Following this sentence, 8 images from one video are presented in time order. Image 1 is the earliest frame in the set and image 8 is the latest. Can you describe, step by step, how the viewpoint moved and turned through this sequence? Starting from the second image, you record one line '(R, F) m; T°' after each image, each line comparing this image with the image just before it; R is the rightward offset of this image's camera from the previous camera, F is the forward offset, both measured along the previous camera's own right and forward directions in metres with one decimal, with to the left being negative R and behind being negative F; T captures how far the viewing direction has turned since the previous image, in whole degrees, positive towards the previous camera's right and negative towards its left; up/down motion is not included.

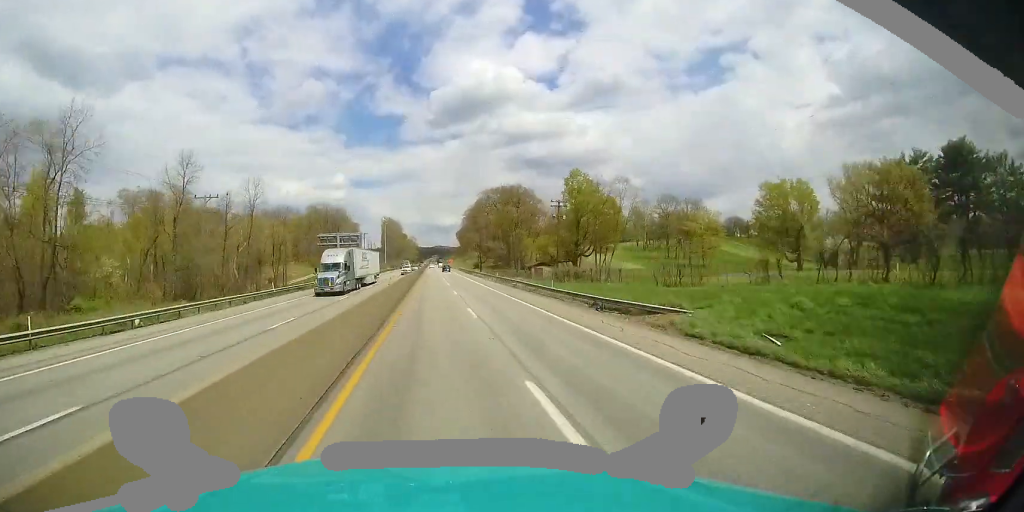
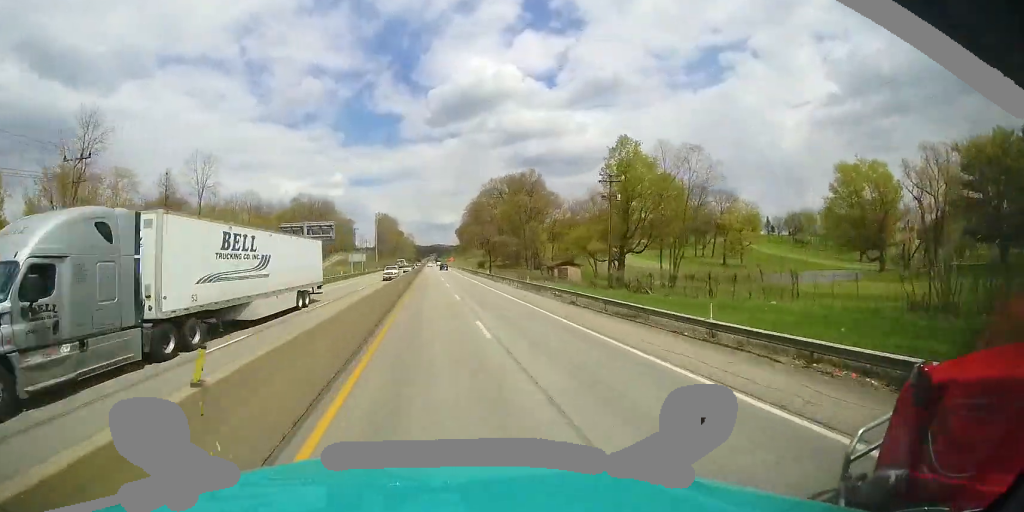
(-0.1, +17.0) m; 0°
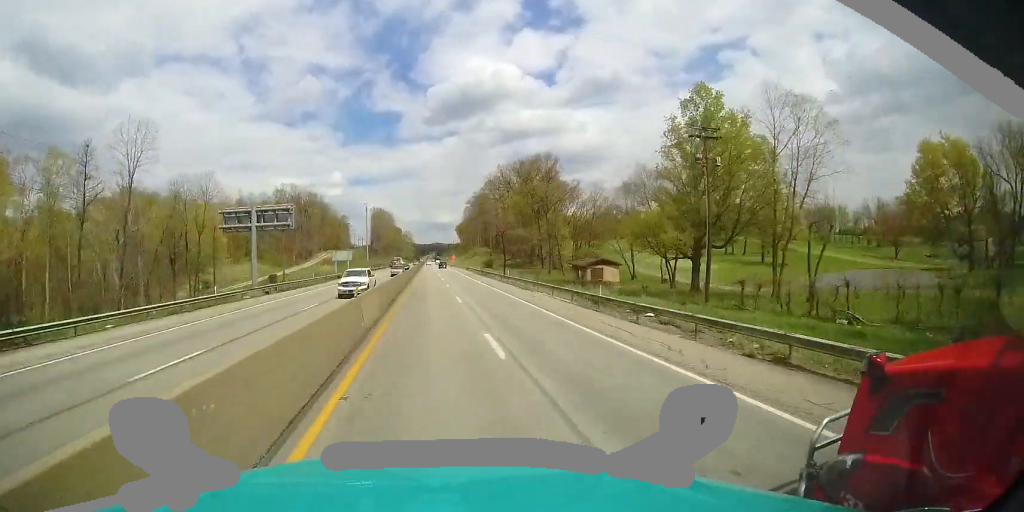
(-0.2, +14.9) m; +1°
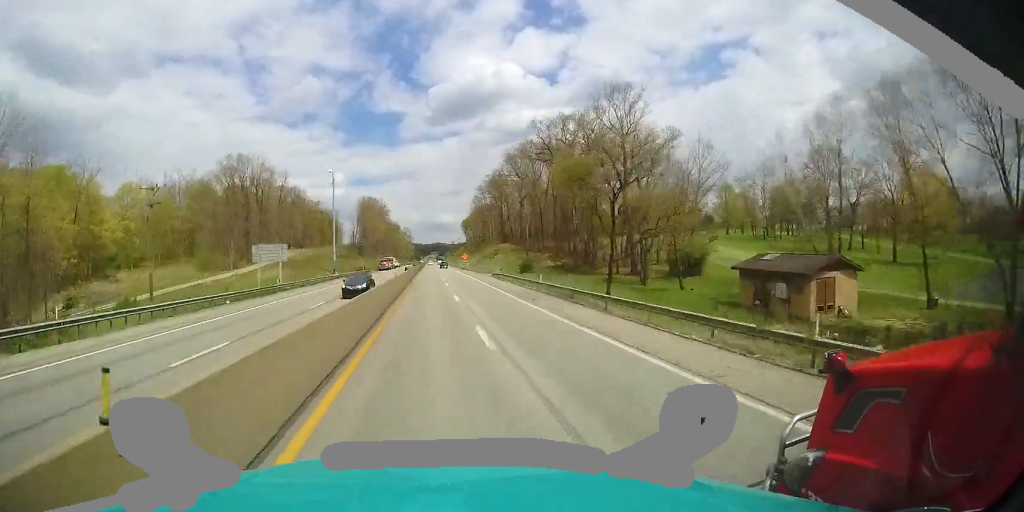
(+0.8, +35.1) m; +1°
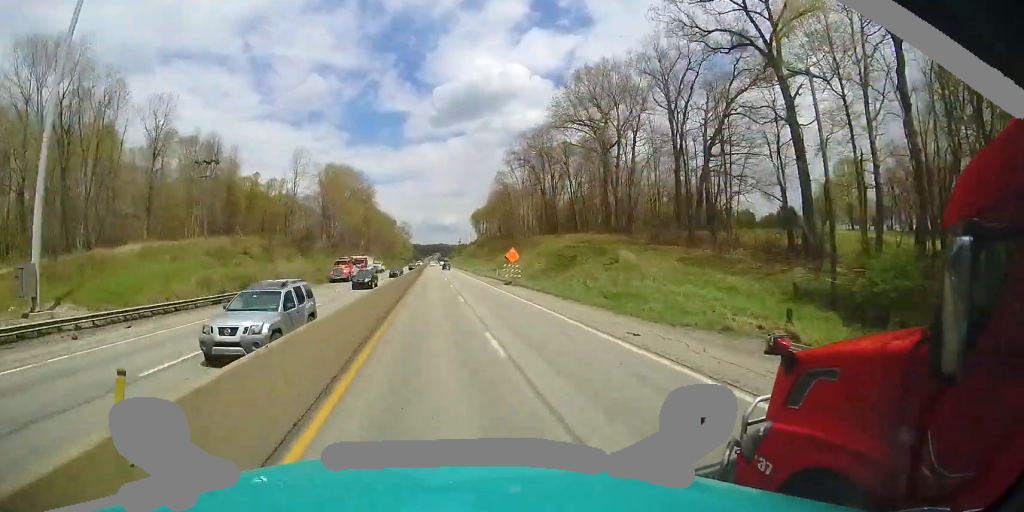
(-0.9, +49.6) m; -2°
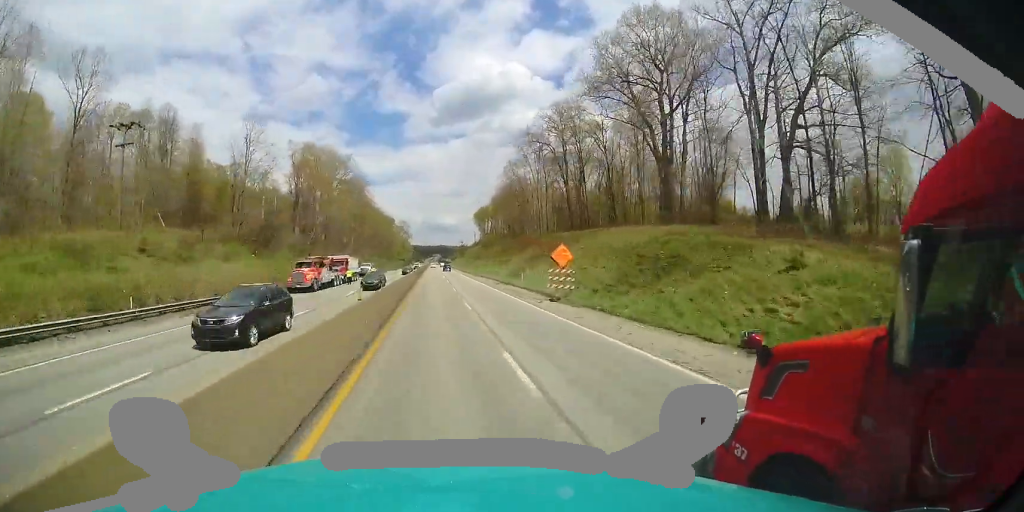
(-0.3, +14.7) m; 0°
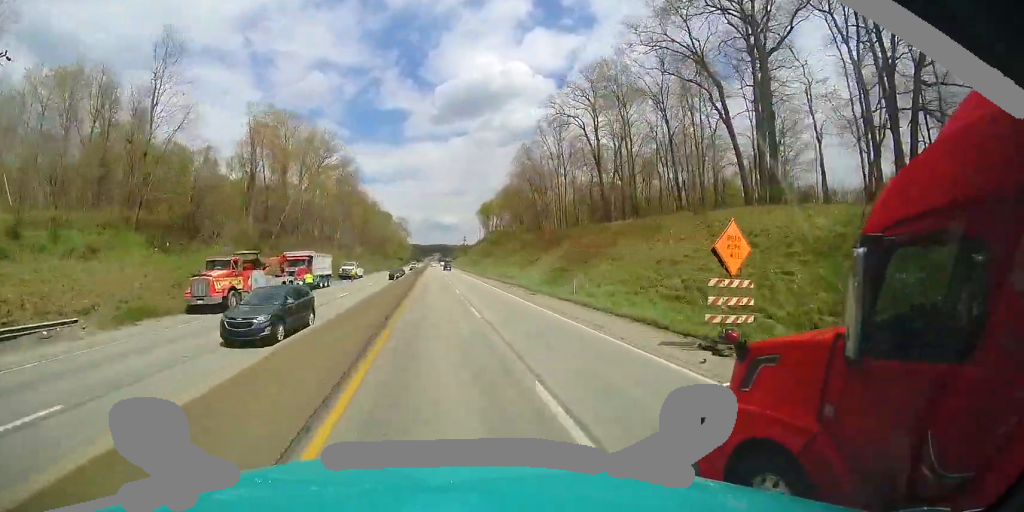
(+0.3, +14.7) m; +1°
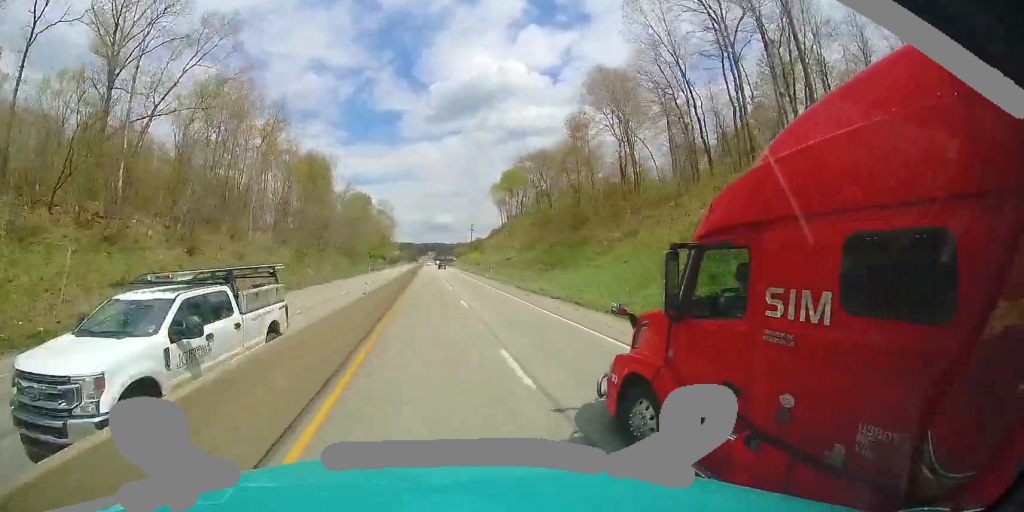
(+1.1, +58.1) m; +2°
